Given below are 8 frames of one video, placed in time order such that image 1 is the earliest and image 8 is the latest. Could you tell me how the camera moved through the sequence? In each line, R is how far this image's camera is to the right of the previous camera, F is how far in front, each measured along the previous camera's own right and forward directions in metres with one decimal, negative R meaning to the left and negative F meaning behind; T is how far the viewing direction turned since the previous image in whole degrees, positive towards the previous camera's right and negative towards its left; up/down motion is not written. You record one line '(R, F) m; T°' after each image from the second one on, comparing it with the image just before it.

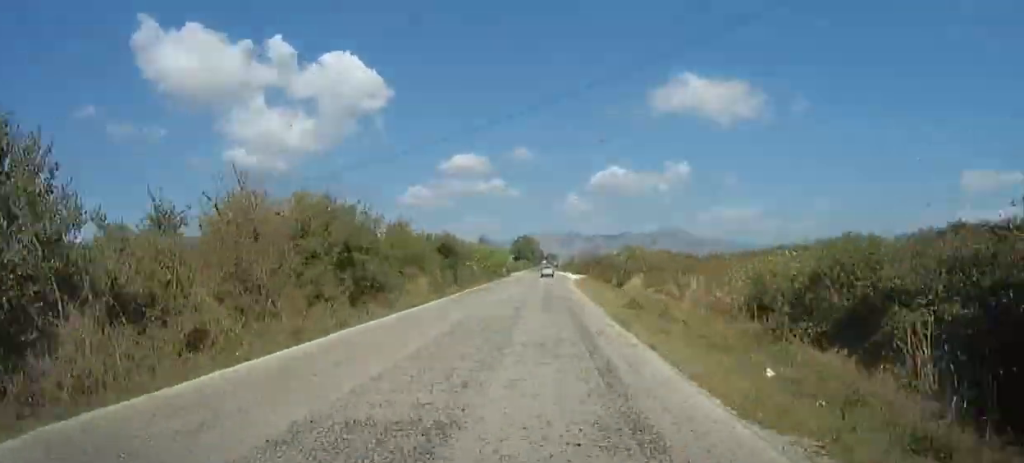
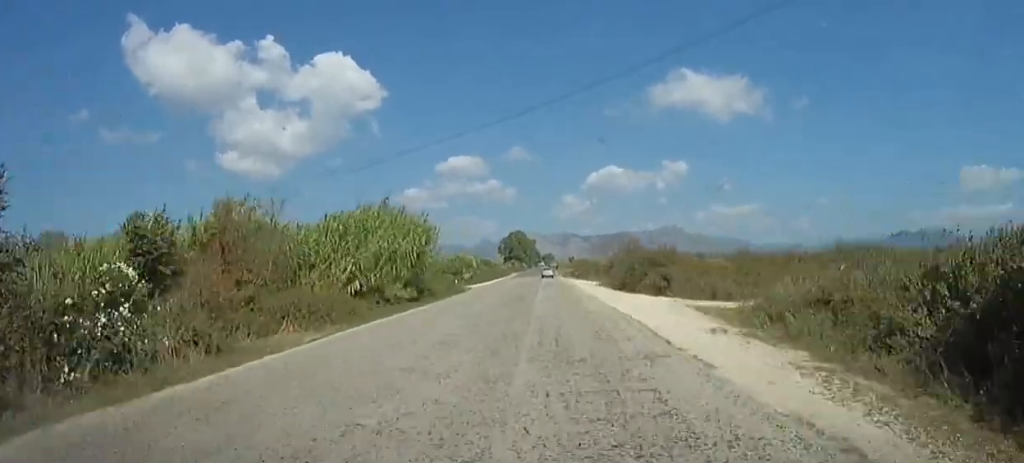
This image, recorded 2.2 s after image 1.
(-1.1, +53.9) m; -1°
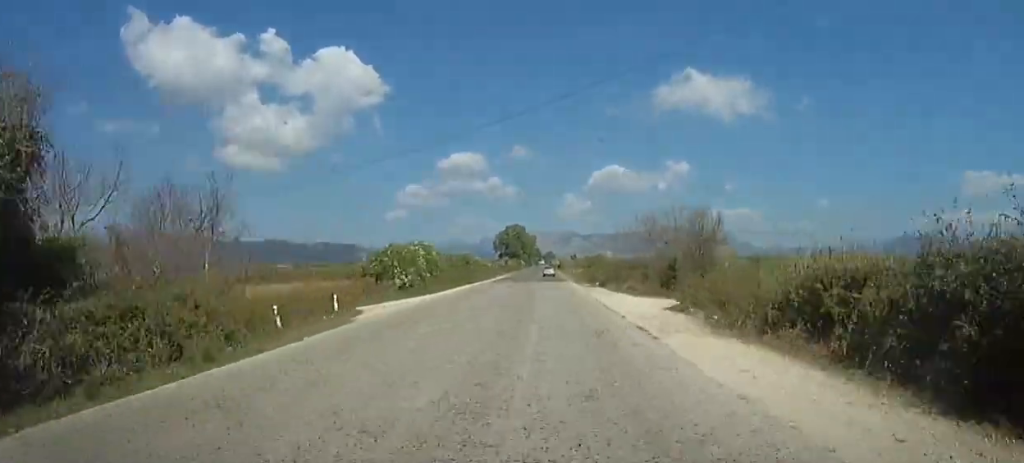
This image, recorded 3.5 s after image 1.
(-0.3, +30.2) m; +1°
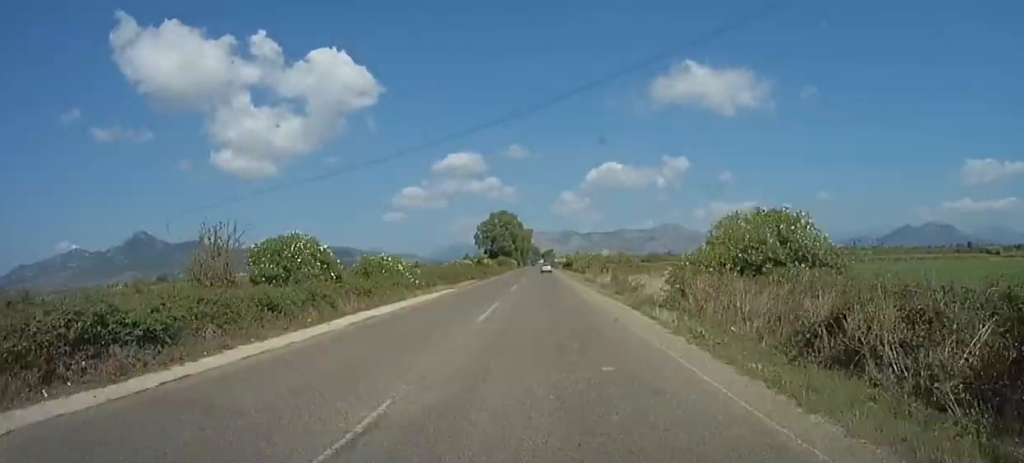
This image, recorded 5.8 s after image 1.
(+1.3, +56.9) m; 0°
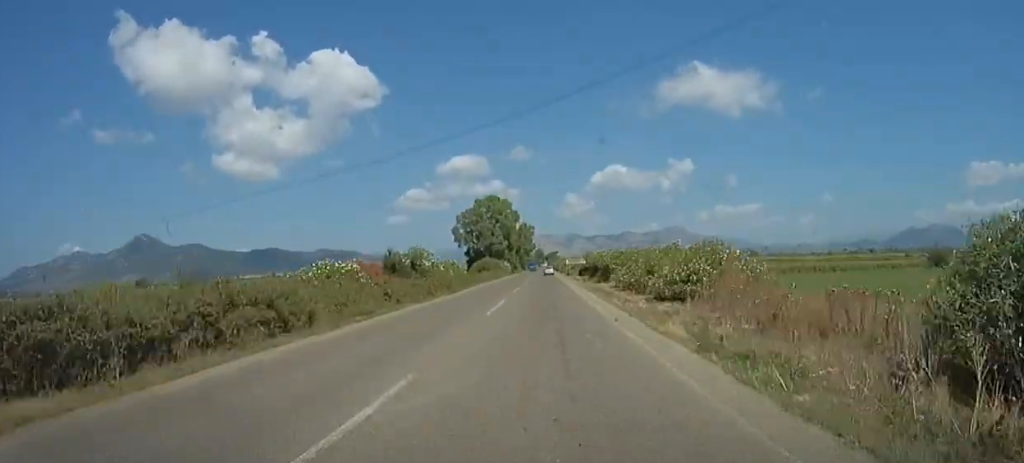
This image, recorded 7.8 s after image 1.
(-1.1, +47.2) m; -1°
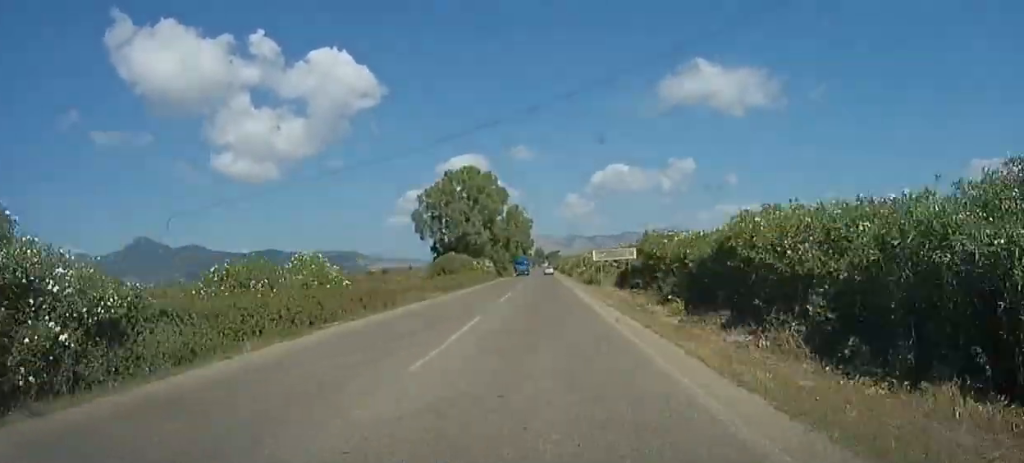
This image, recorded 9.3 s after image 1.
(0.0, +39.1) m; +1°
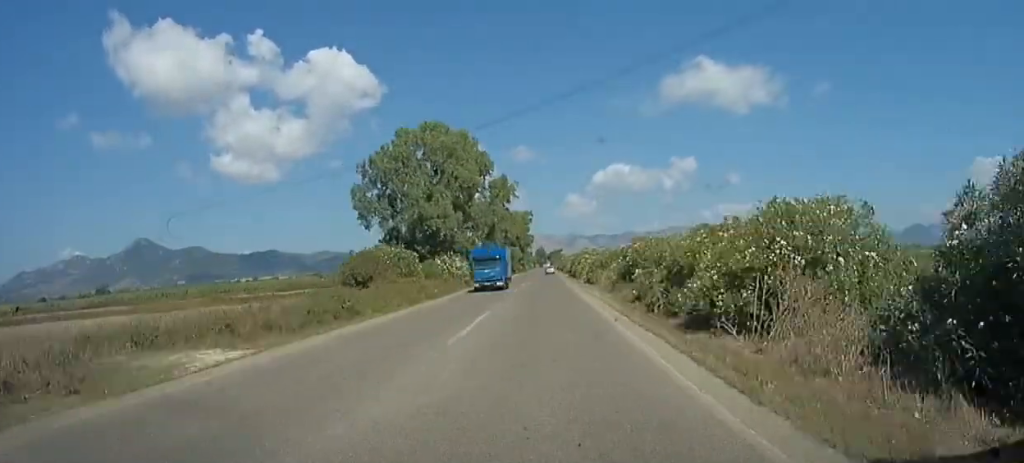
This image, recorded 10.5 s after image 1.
(+0.3, +28.8) m; 0°
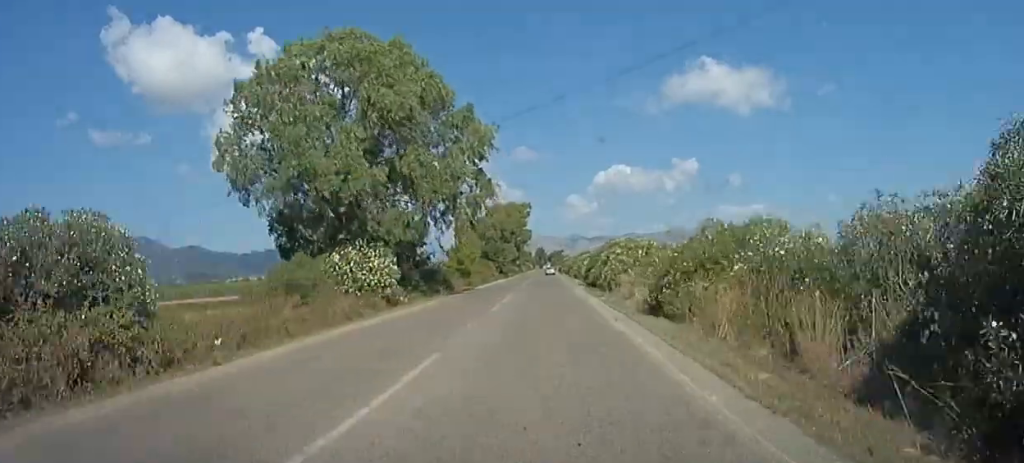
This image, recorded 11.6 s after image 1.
(+0.6, +26.8) m; 0°
